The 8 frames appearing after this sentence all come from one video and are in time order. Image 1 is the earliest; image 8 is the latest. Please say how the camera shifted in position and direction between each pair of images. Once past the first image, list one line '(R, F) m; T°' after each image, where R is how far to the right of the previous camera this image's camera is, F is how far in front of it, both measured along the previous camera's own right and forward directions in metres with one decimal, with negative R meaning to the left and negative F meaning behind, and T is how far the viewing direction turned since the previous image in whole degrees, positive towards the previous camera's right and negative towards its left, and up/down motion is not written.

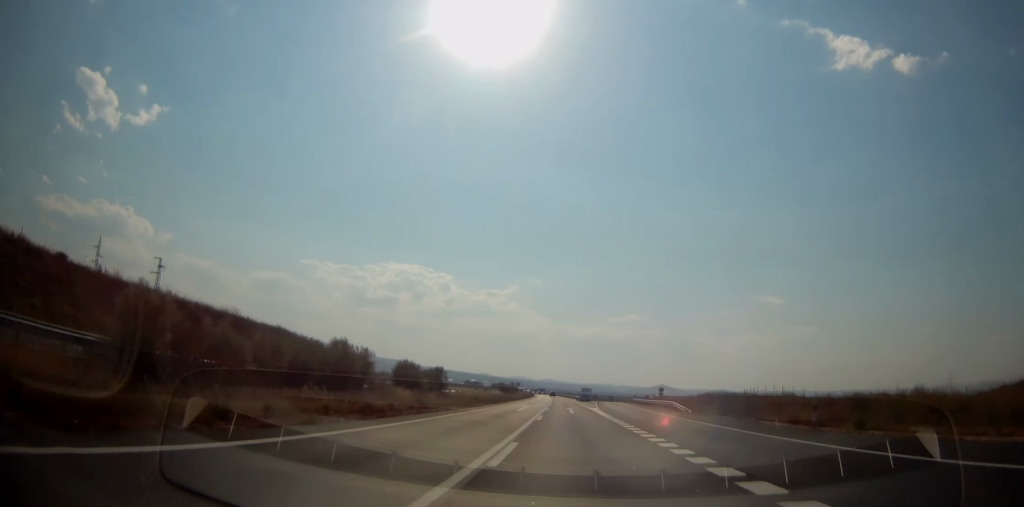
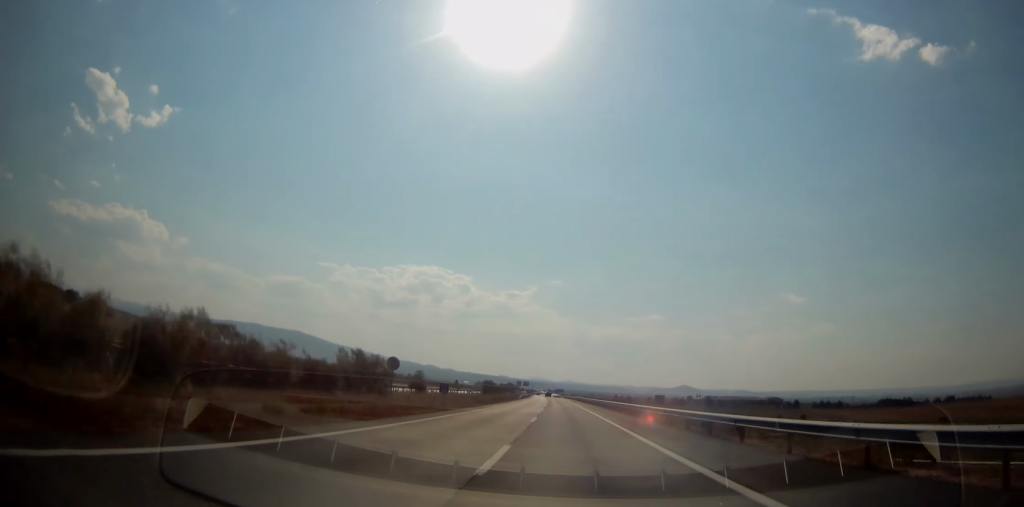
(-3.5, +187.5) m; -2°
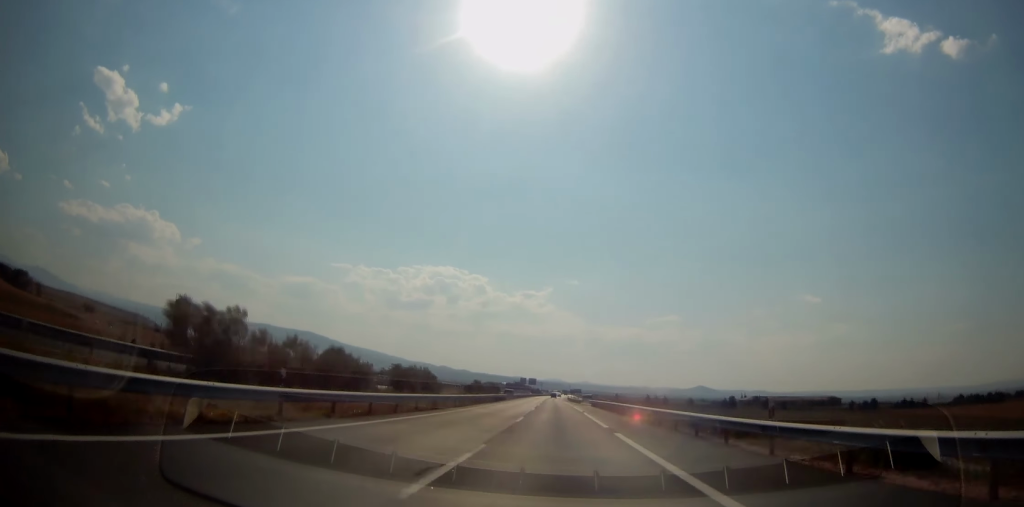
(-1.2, +132.1) m; -1°
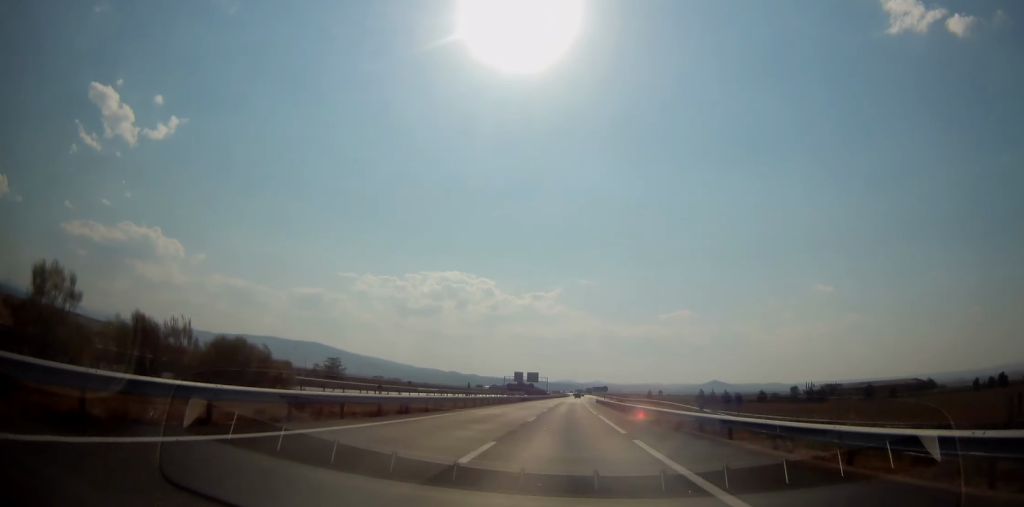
(-1.1, +146.2) m; 0°
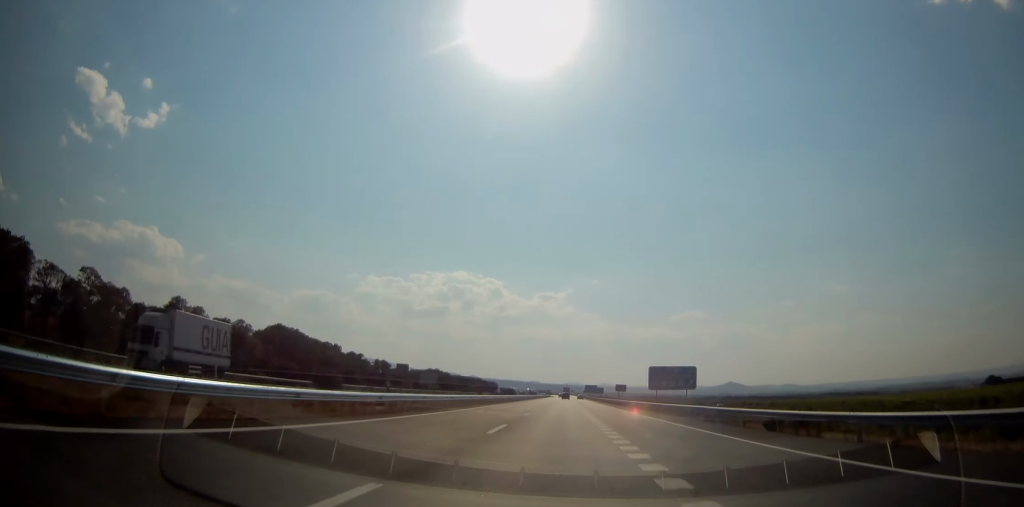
(-3.7, +618.5) m; -2°
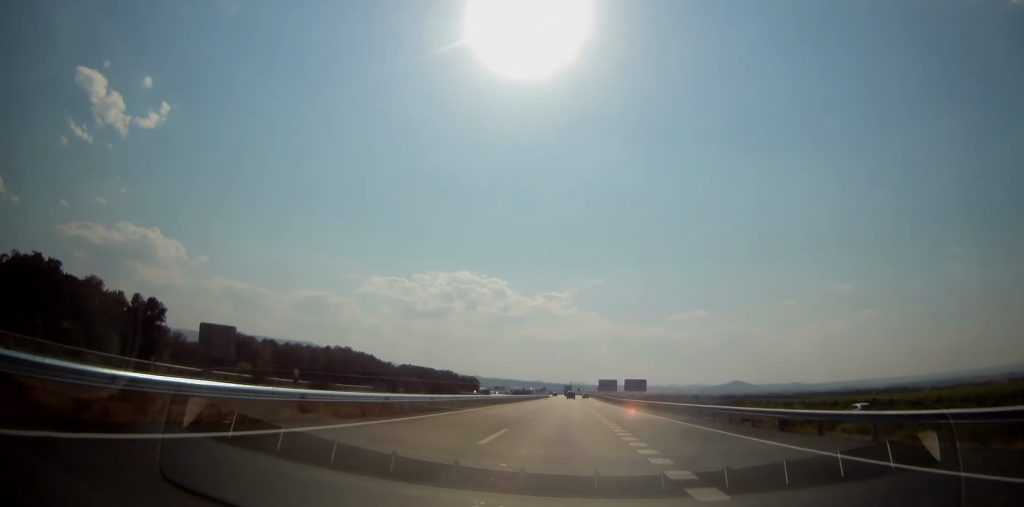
(-0.4, +103.9) m; -1°
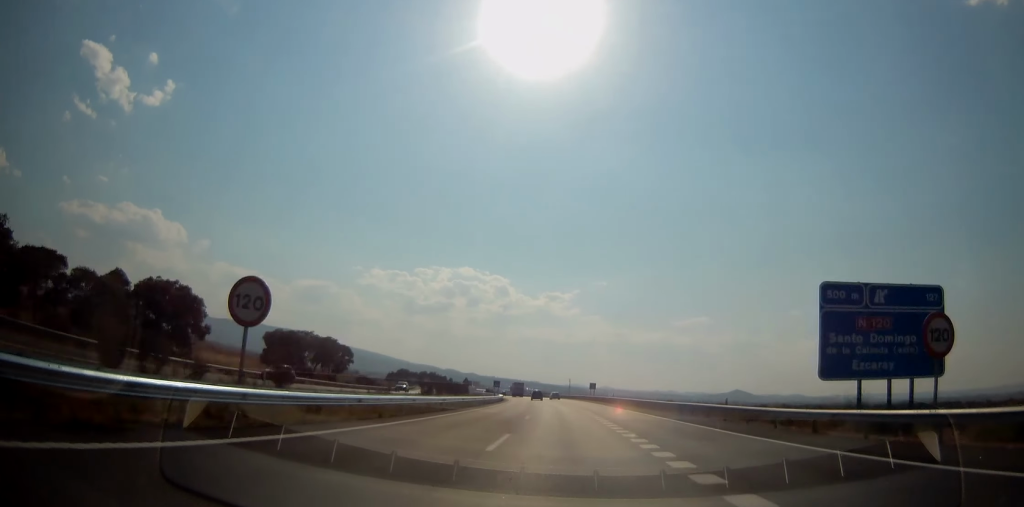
(-0.8, +186.8) m; -4°
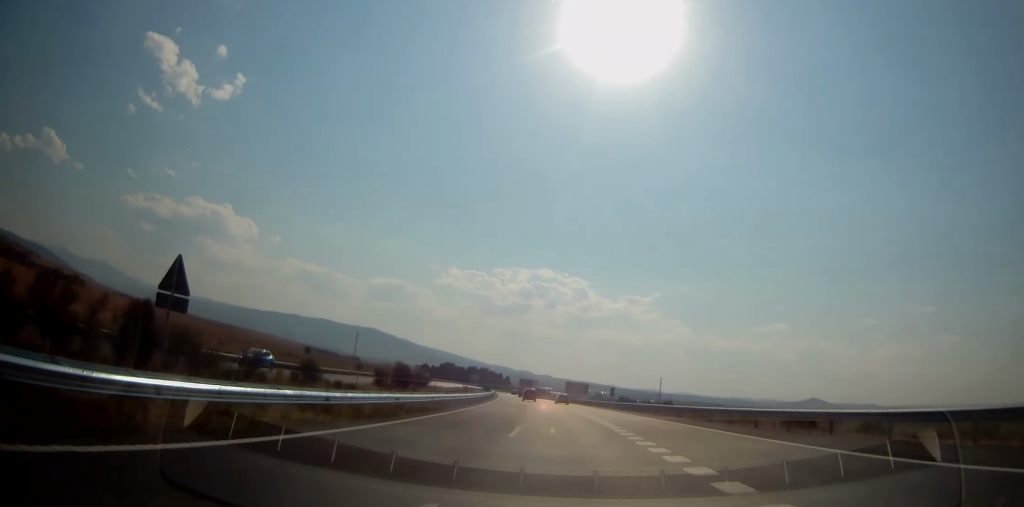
(-7.8, +131.2) m; -4°
